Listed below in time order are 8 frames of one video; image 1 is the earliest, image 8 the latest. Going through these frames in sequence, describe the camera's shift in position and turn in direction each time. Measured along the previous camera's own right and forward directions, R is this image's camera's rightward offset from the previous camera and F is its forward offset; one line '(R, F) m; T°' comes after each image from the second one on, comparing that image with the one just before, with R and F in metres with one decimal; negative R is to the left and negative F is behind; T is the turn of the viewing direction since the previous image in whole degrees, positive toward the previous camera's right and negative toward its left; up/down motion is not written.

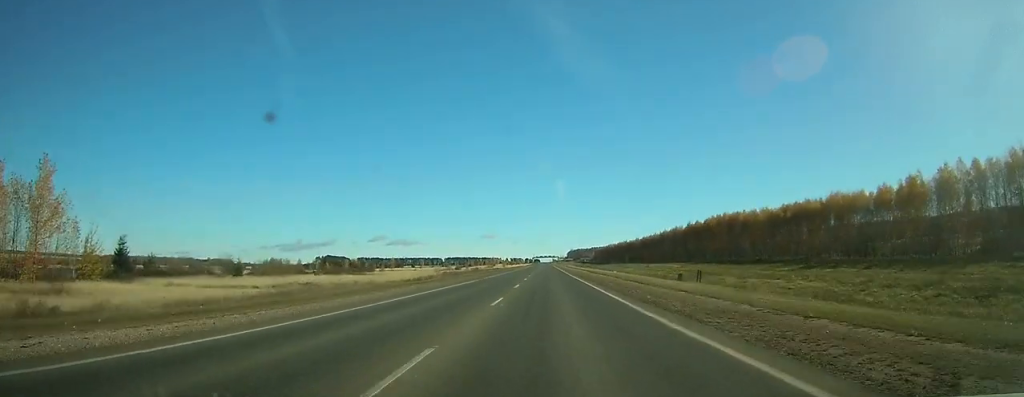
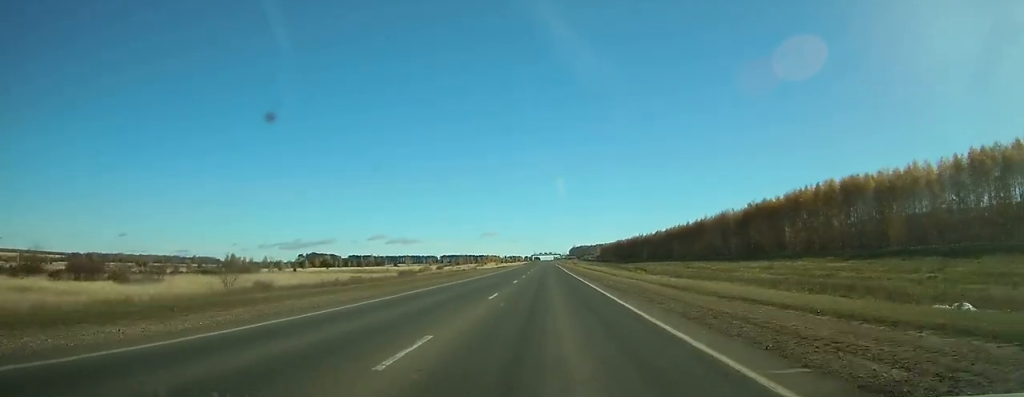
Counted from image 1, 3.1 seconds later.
(-0.5, +85.6) m; 0°
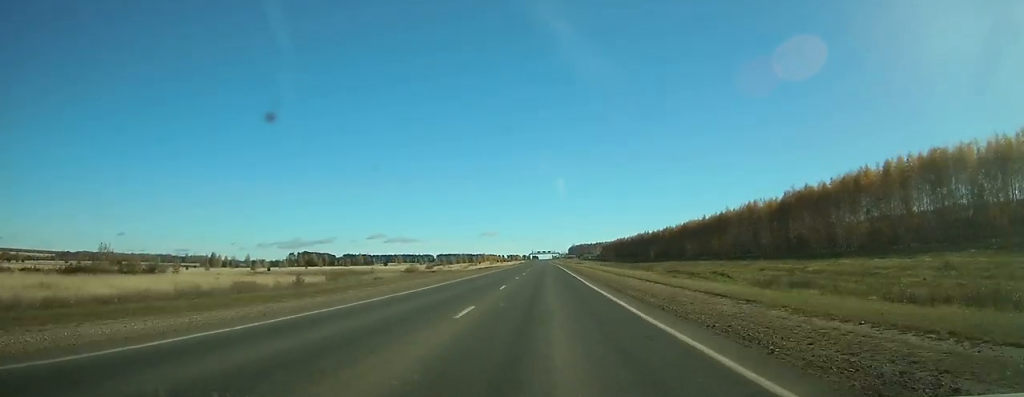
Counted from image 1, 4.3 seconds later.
(+0.1, +34.0) m; 0°
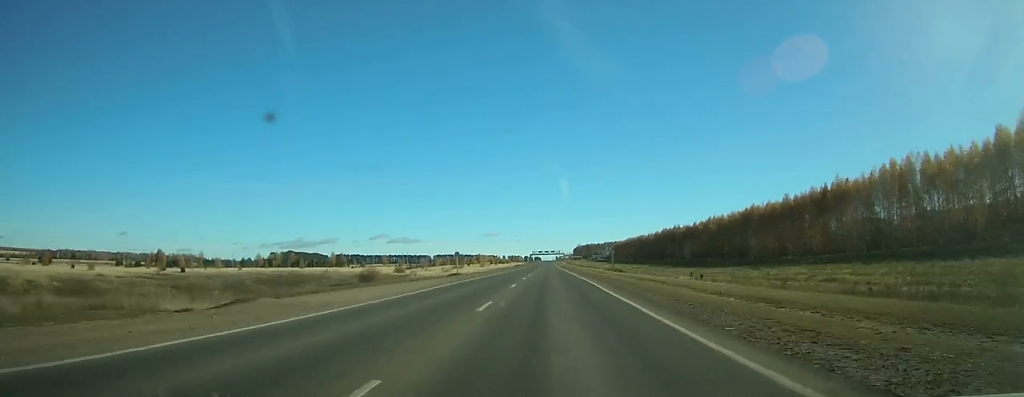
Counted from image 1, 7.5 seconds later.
(0.0, +91.5) m; 0°
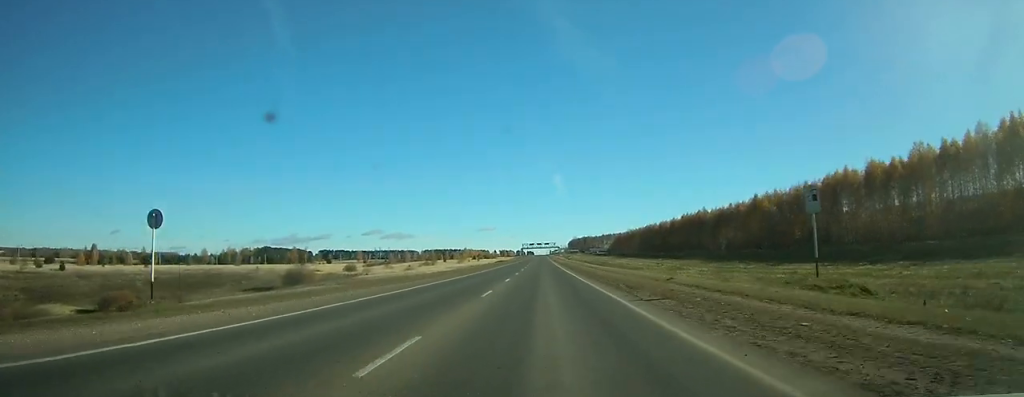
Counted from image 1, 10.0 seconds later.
(+0.3, +68.0) m; 0°
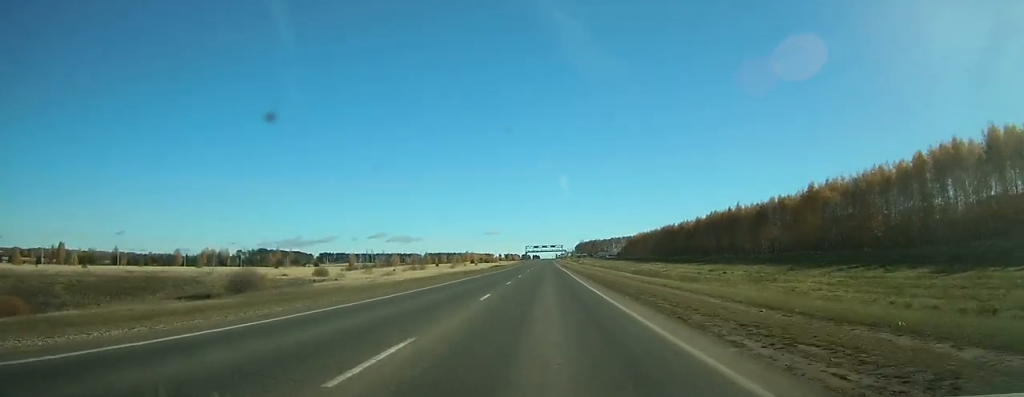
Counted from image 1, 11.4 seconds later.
(0.0, +31.9) m; 0°
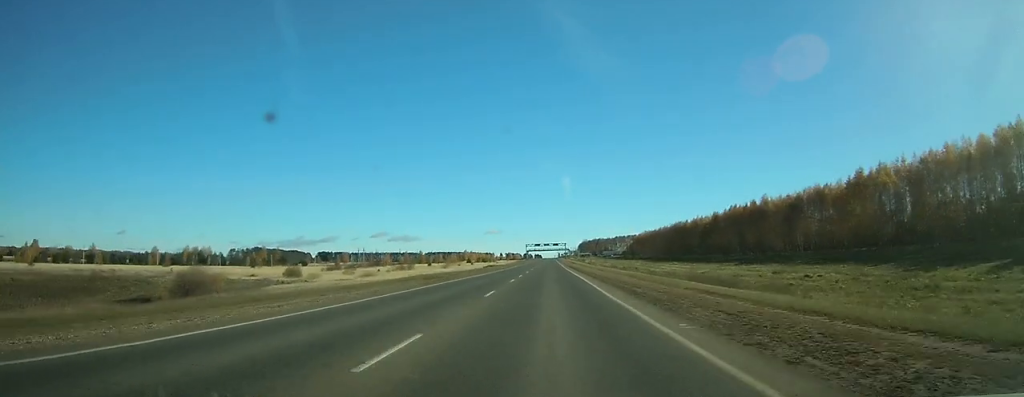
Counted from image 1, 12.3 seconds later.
(0.0, +21.0) m; 0°
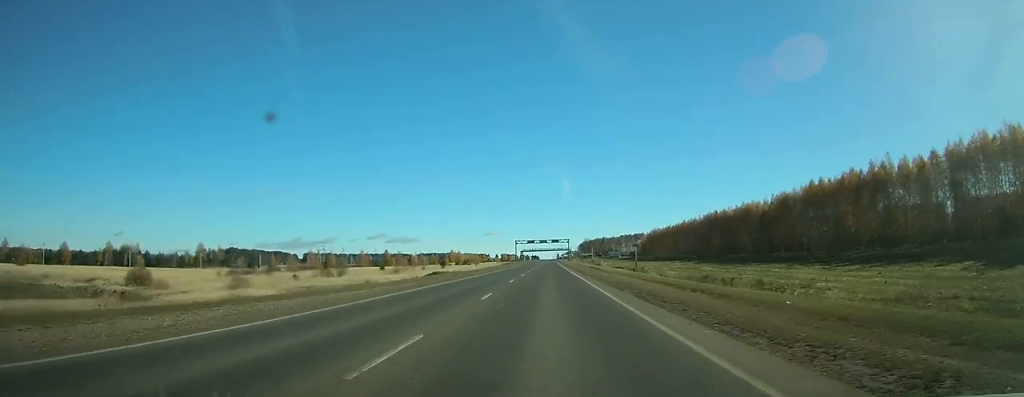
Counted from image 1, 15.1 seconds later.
(-0.3, +59.6) m; 0°
